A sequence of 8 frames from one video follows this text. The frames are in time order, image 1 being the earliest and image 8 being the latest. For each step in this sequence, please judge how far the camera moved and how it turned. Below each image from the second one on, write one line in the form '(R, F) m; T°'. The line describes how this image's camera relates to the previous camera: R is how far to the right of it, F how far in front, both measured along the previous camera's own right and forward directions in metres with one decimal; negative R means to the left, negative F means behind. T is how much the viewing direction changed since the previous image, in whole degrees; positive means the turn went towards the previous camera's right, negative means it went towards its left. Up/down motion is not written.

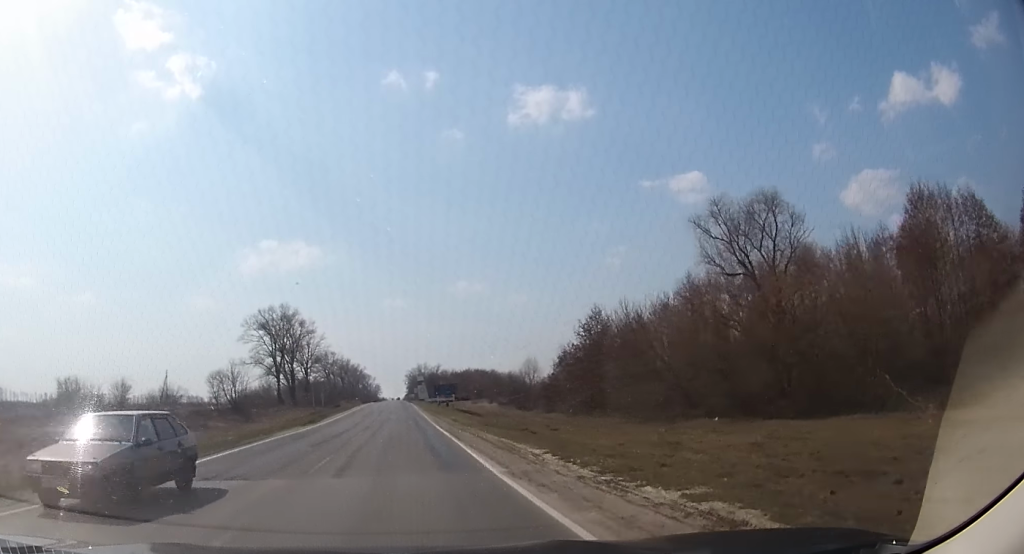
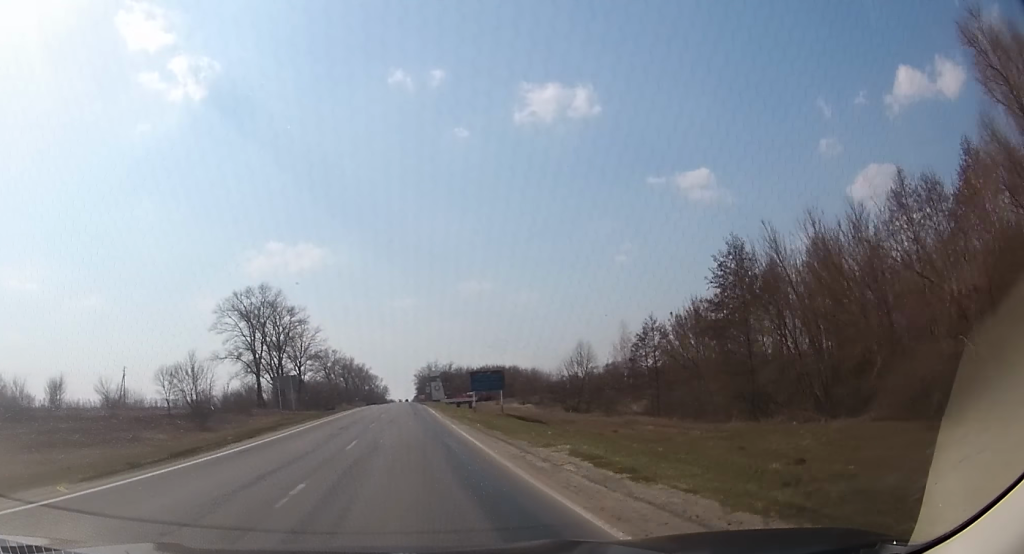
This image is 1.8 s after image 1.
(-0.1, +28.7) m; -1°
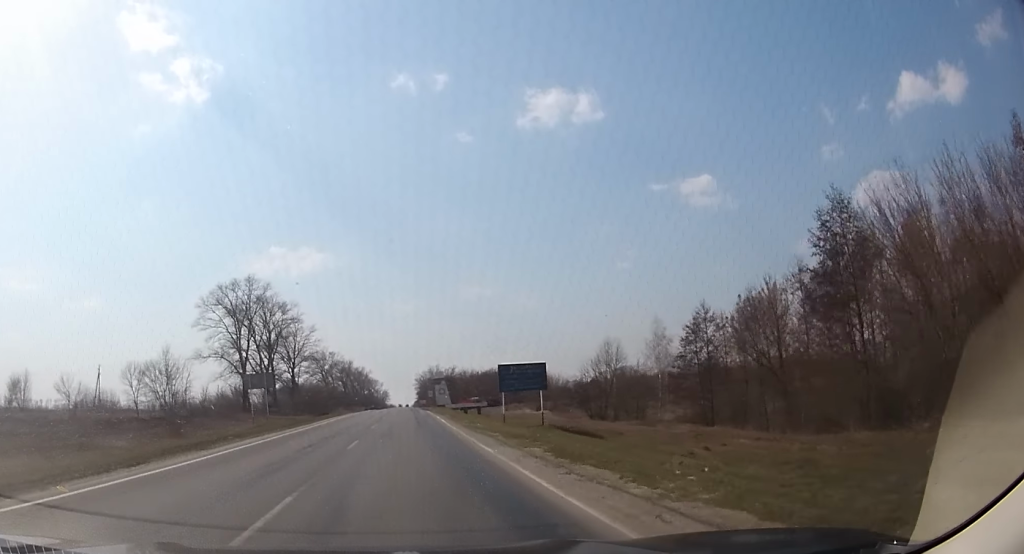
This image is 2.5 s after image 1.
(0.0, +11.5) m; 0°
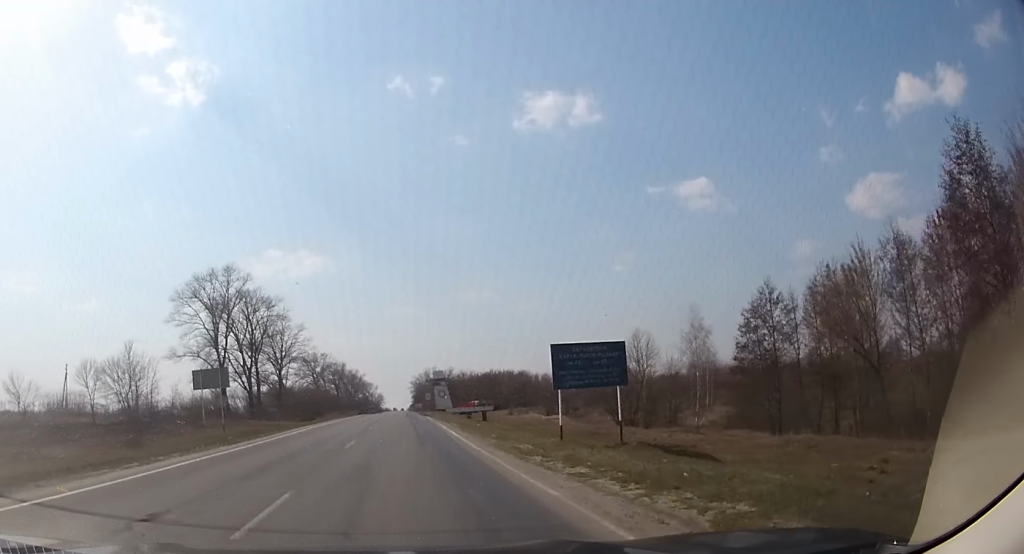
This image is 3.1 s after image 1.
(0.0, +11.0) m; 0°
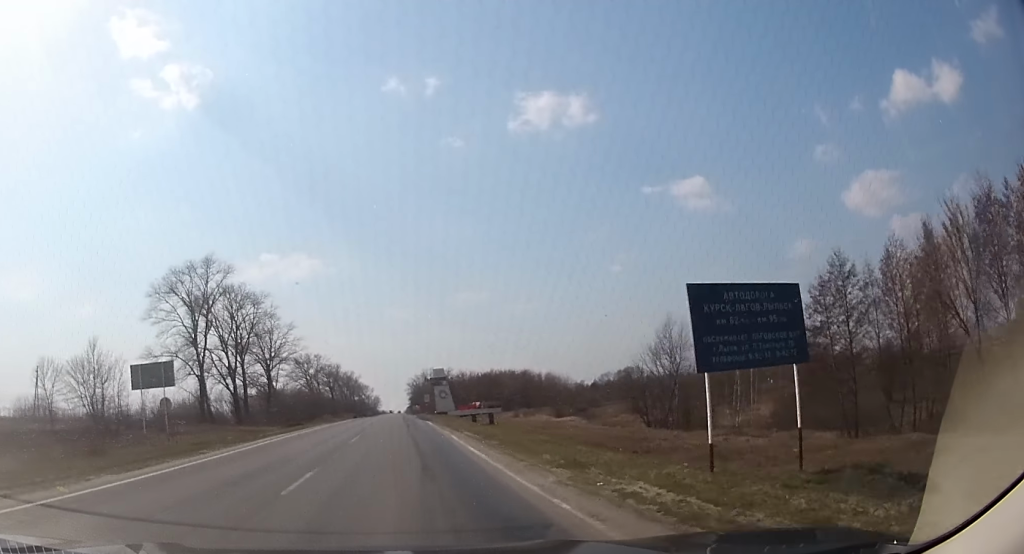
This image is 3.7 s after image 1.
(0.0, +8.8) m; 0°
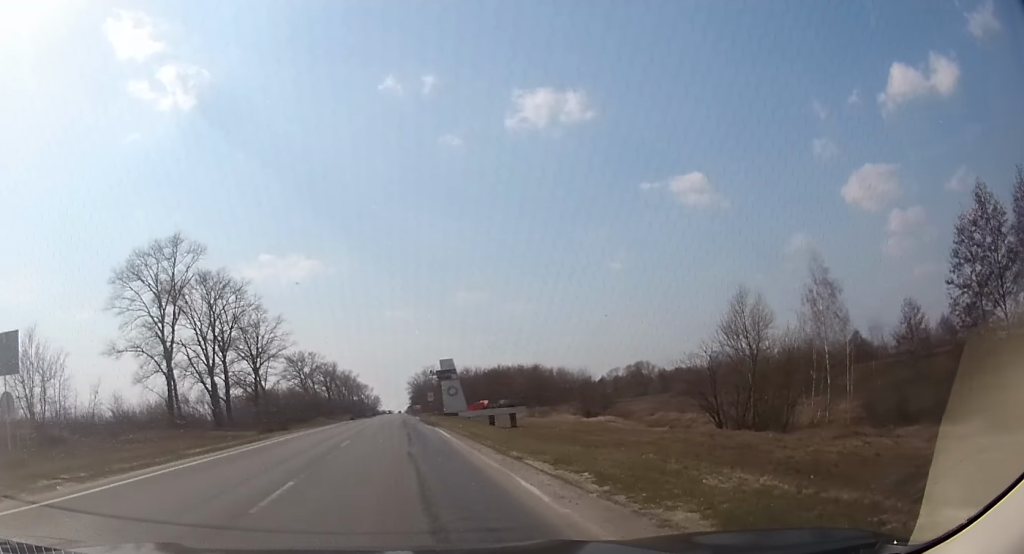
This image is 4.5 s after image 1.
(+0.1, +13.3) m; 0°
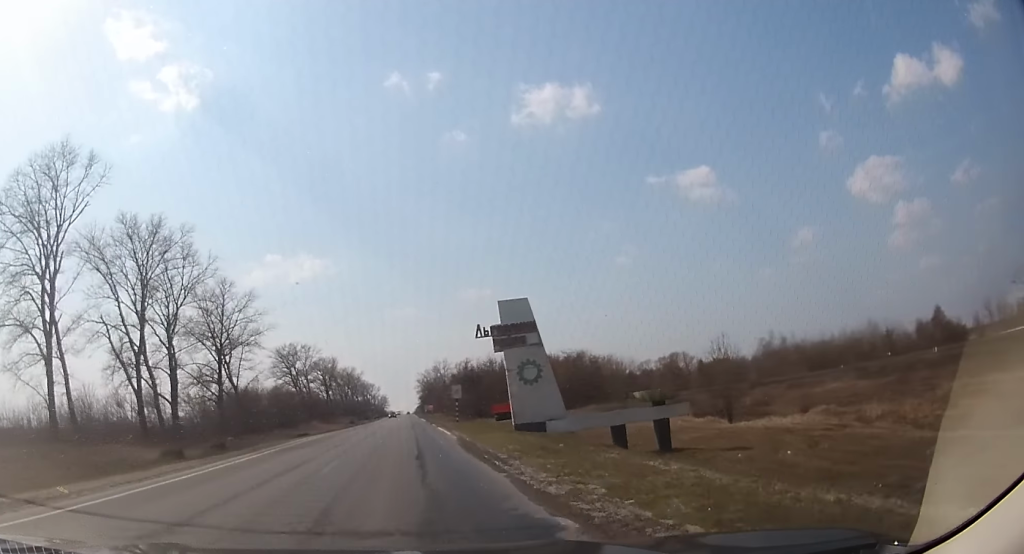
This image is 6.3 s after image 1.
(-0.3, +31.2) m; -1°
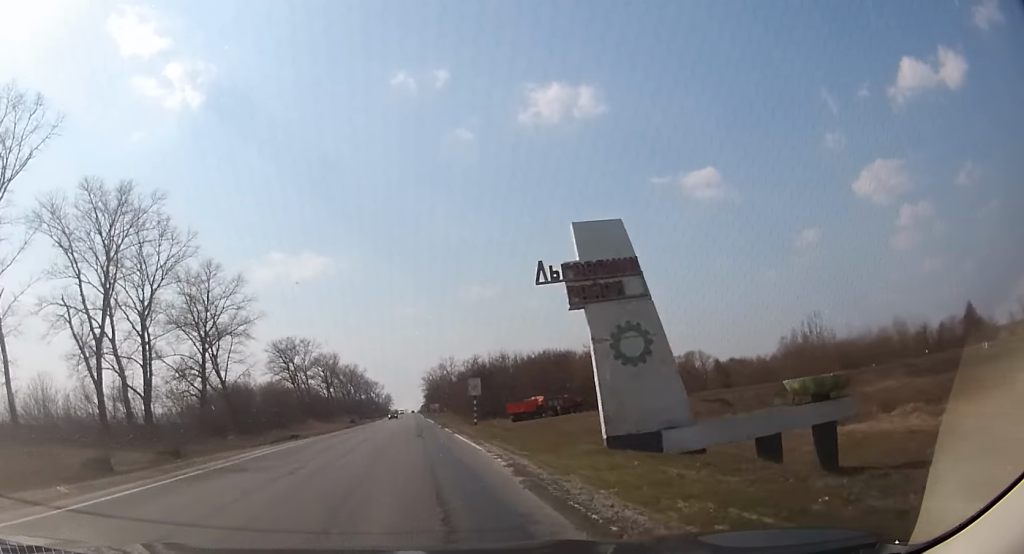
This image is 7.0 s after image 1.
(0.0, +10.7) m; 0°
